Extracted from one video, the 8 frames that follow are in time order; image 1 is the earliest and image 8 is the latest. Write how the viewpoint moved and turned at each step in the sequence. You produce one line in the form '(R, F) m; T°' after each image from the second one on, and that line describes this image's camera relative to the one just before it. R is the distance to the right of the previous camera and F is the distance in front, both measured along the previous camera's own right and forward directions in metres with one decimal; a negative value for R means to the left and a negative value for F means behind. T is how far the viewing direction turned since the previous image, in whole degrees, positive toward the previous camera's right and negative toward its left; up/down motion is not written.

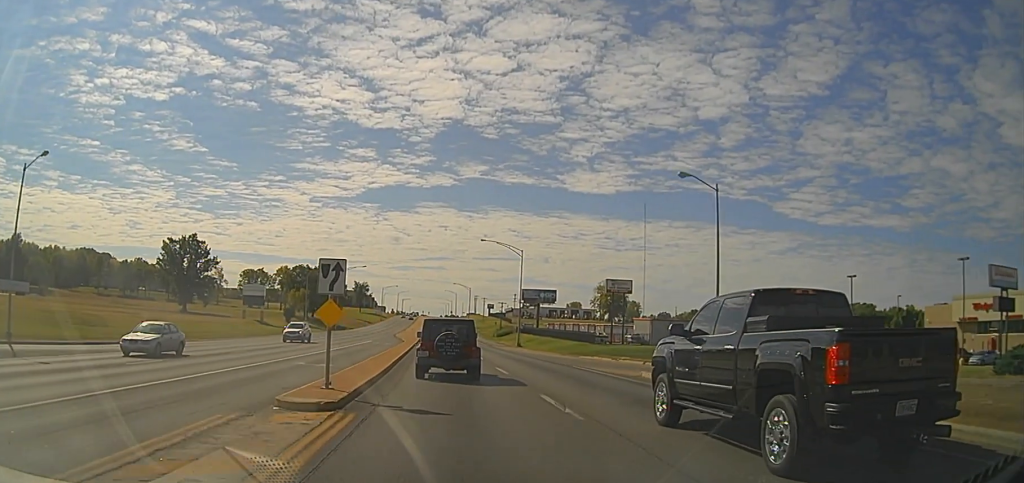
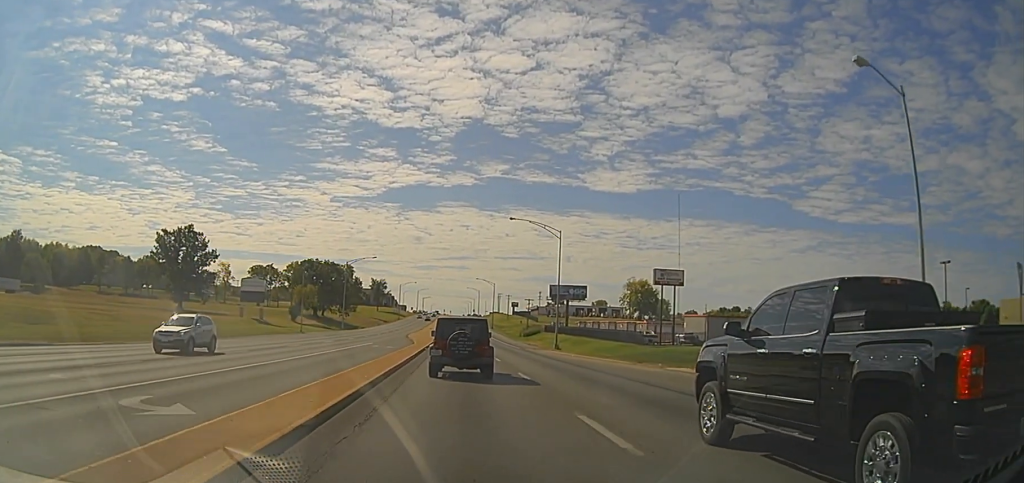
(+0.2, +13.7) m; 0°
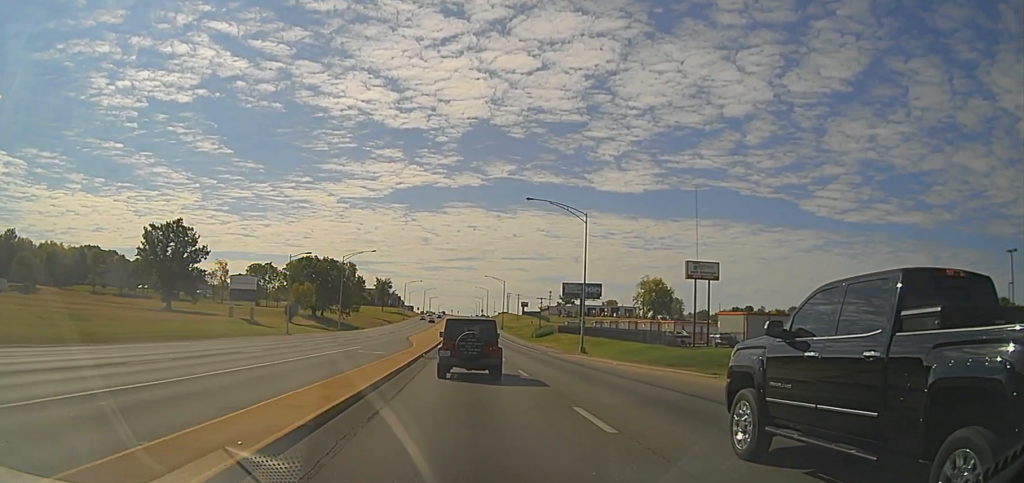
(0.0, +9.7) m; -1°
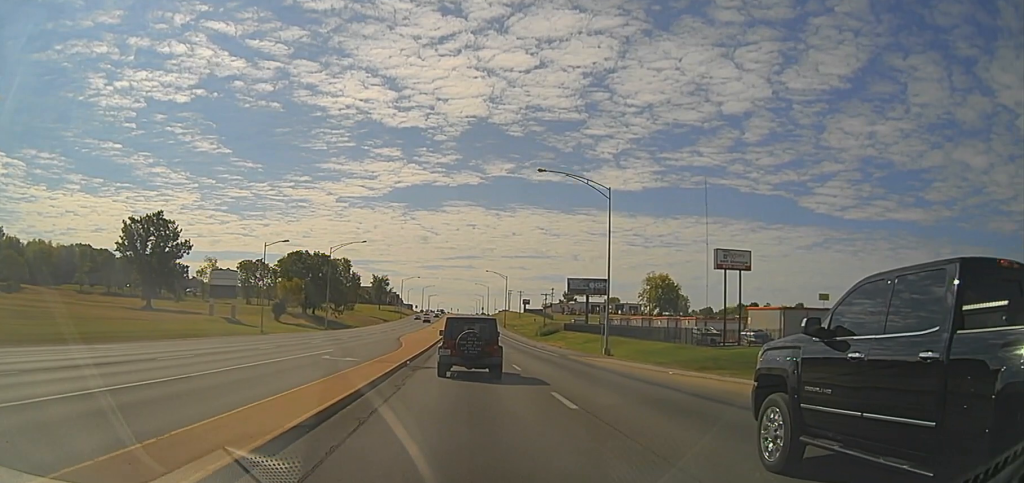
(+0.1, +9.2) m; -1°
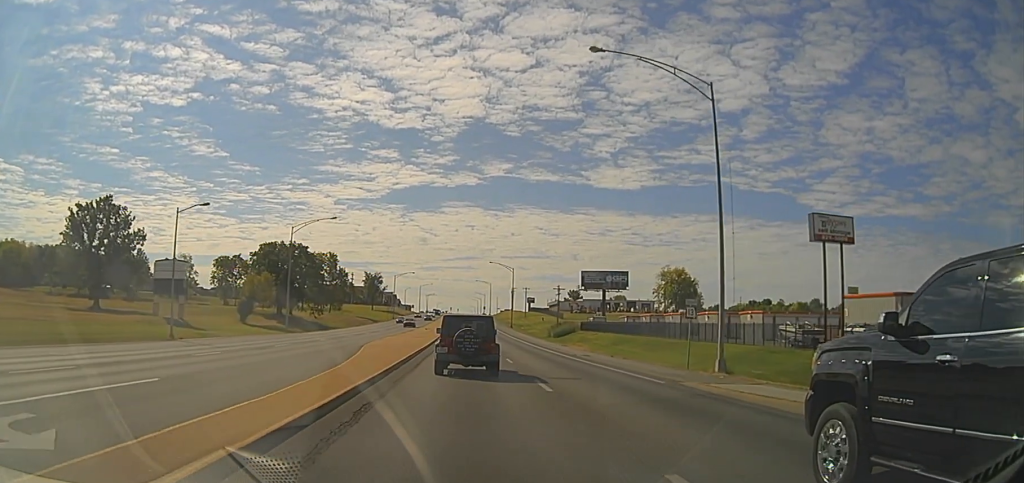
(-0.6, +20.6) m; -2°
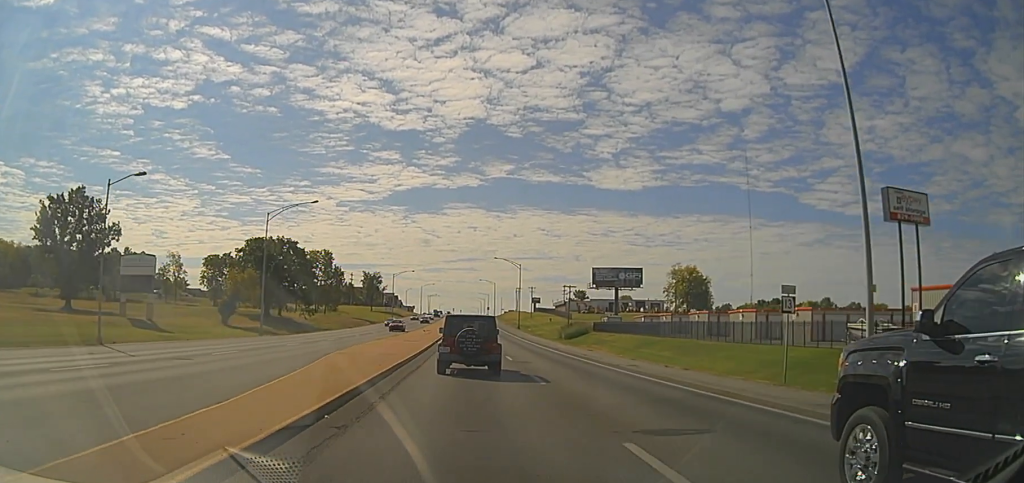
(-0.1, +10.5) m; +1°
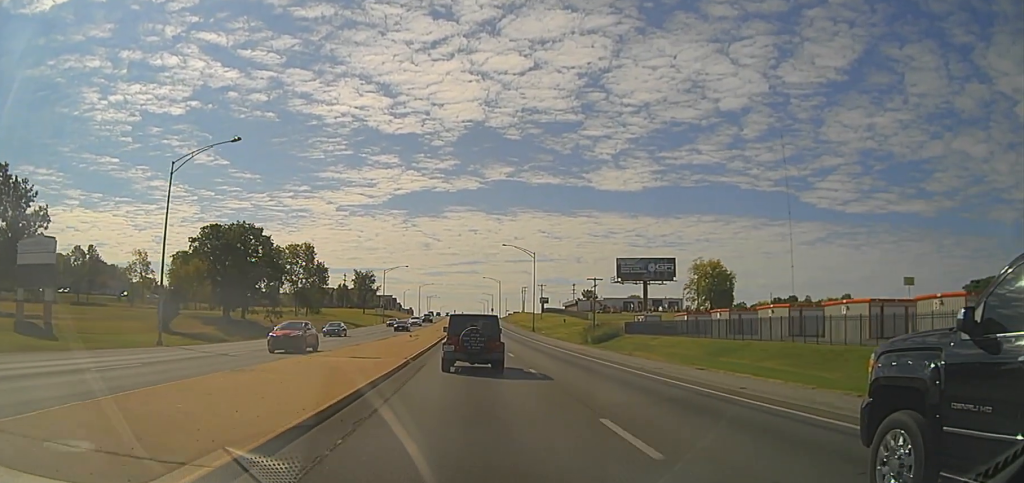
(+0.4, +22.6) m; 0°
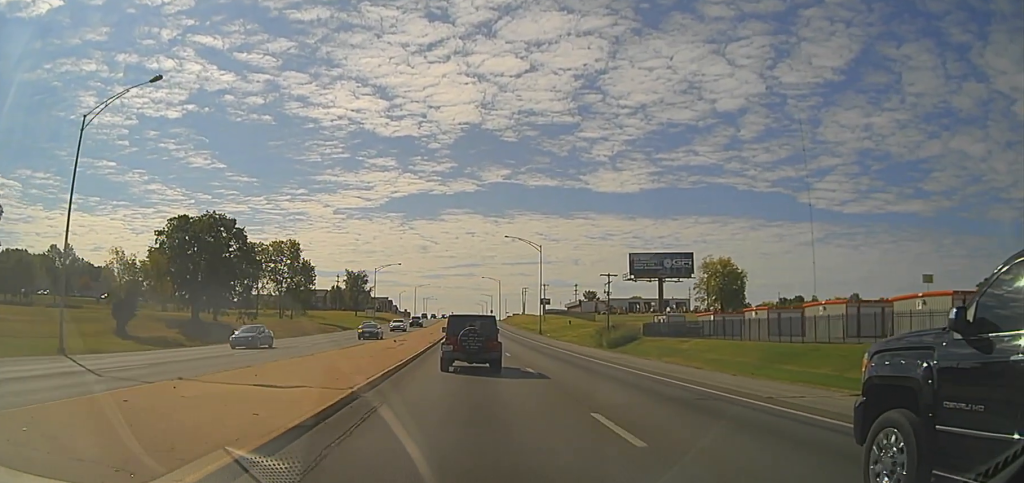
(-0.3, +11.6) m; 0°
